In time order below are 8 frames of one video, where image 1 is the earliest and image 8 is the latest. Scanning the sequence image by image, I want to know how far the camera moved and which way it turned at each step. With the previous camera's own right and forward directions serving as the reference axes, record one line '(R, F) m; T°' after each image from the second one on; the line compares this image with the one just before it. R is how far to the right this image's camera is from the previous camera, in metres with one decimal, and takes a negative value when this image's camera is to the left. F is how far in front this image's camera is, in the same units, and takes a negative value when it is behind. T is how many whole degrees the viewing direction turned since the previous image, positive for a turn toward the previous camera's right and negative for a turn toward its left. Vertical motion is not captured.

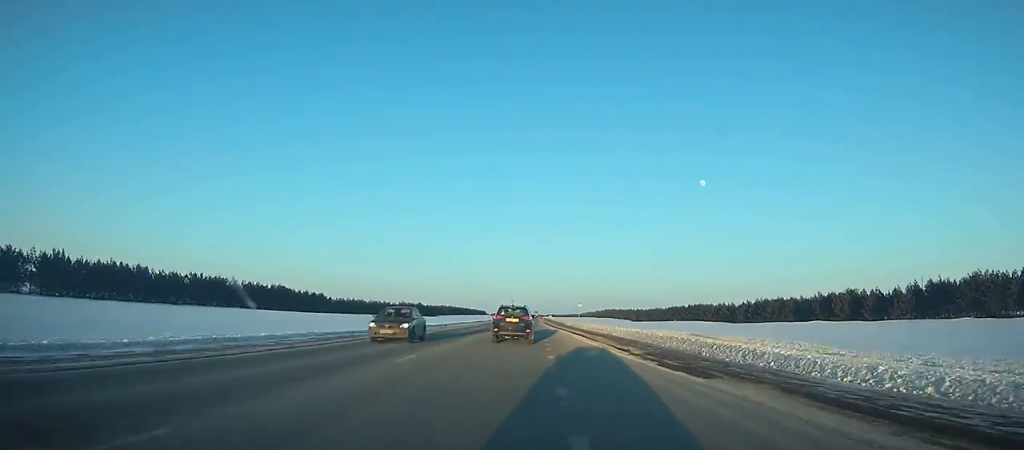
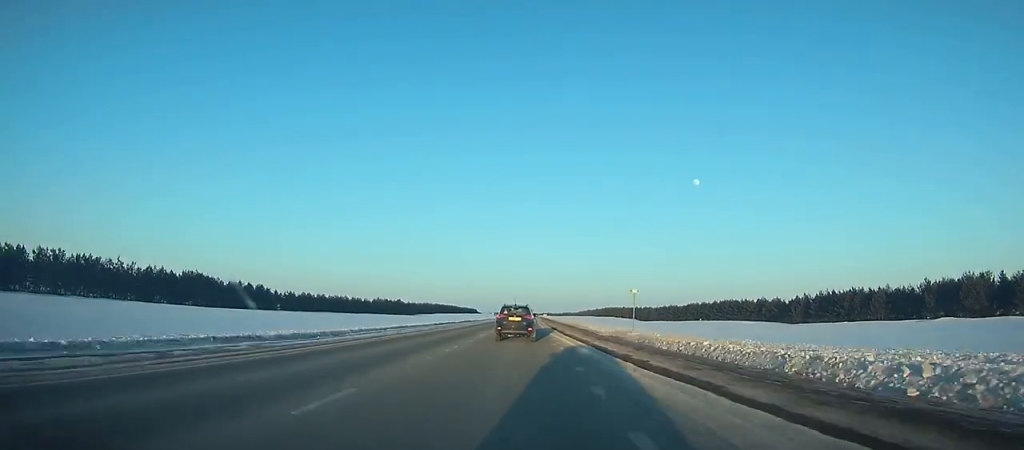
(+0.1, +44.8) m; +1°
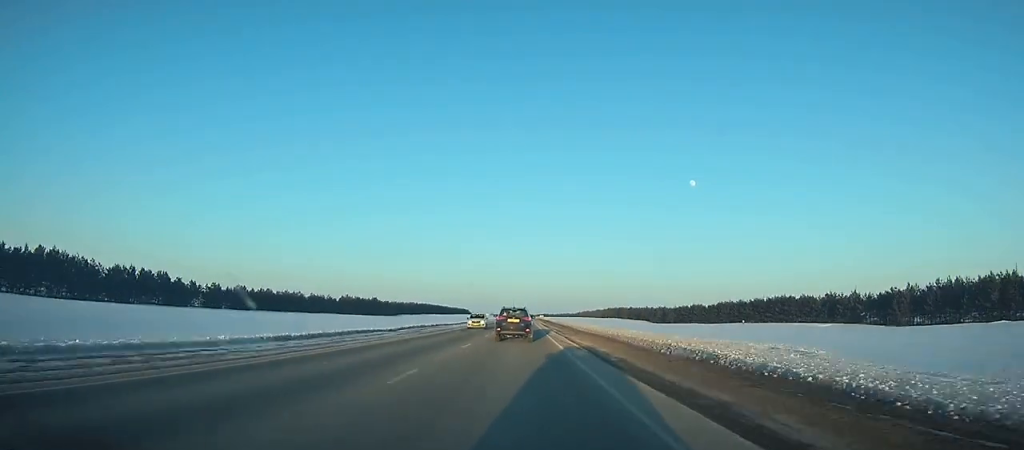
(+0.4, +44.9) m; +1°
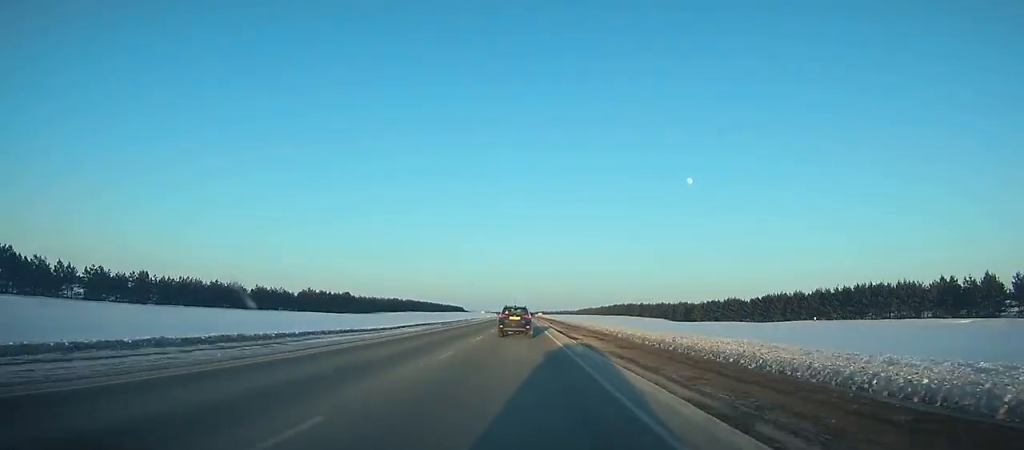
(+0.2, +42.8) m; 0°
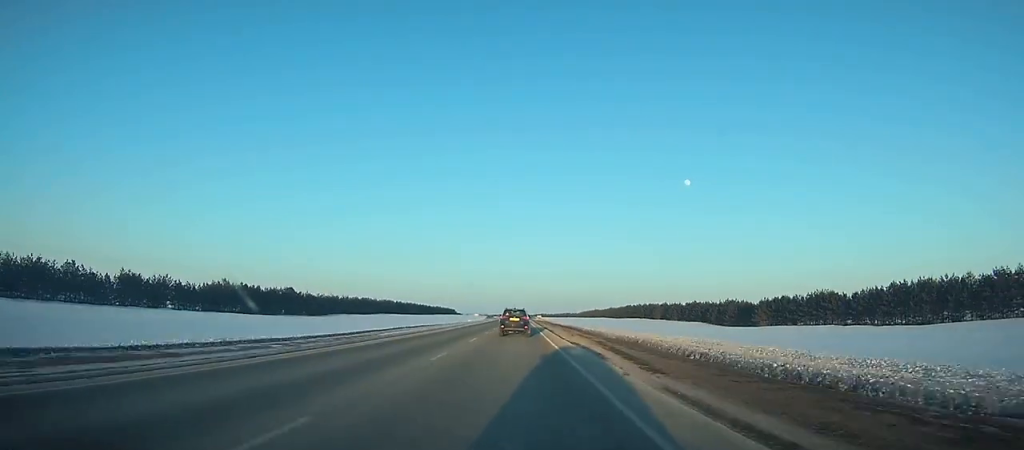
(+0.2, +59.7) m; 0°
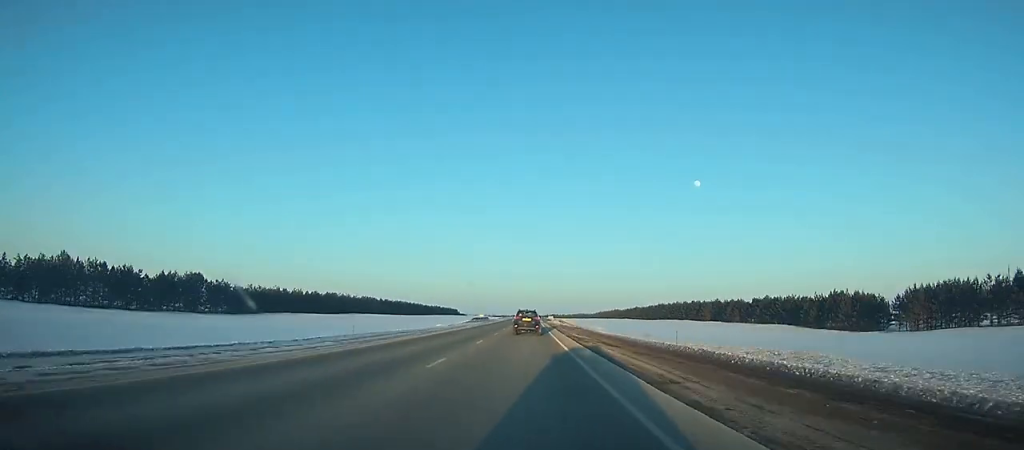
(0.0, +63.0) m; 0°
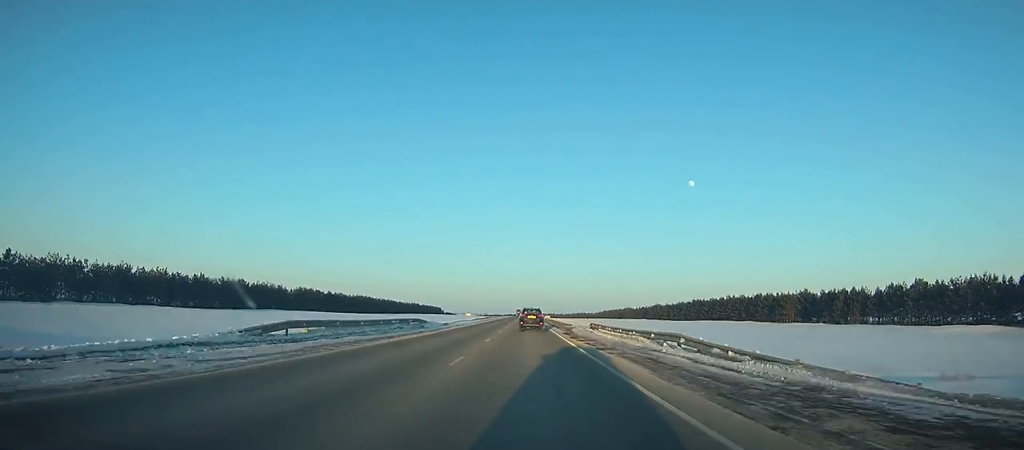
(-0.4, +71.7) m; 0°
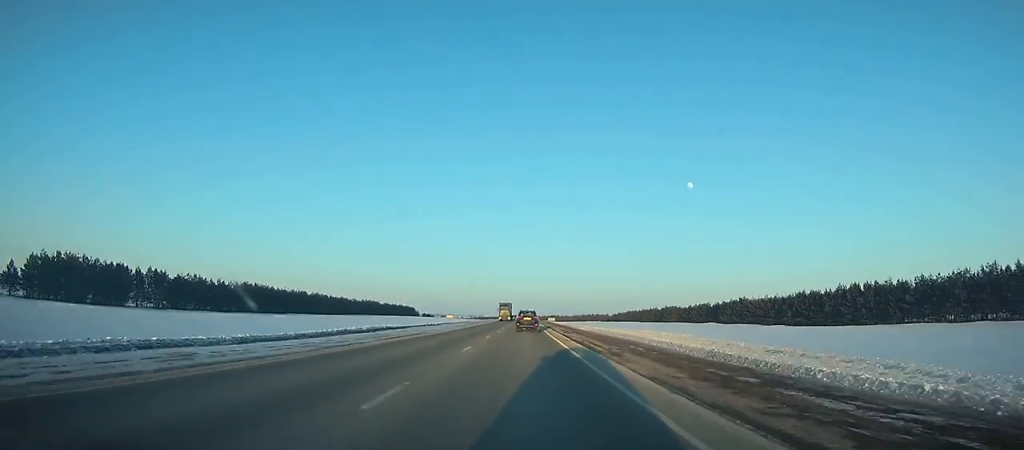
(+0.7, +114.9) m; 0°
